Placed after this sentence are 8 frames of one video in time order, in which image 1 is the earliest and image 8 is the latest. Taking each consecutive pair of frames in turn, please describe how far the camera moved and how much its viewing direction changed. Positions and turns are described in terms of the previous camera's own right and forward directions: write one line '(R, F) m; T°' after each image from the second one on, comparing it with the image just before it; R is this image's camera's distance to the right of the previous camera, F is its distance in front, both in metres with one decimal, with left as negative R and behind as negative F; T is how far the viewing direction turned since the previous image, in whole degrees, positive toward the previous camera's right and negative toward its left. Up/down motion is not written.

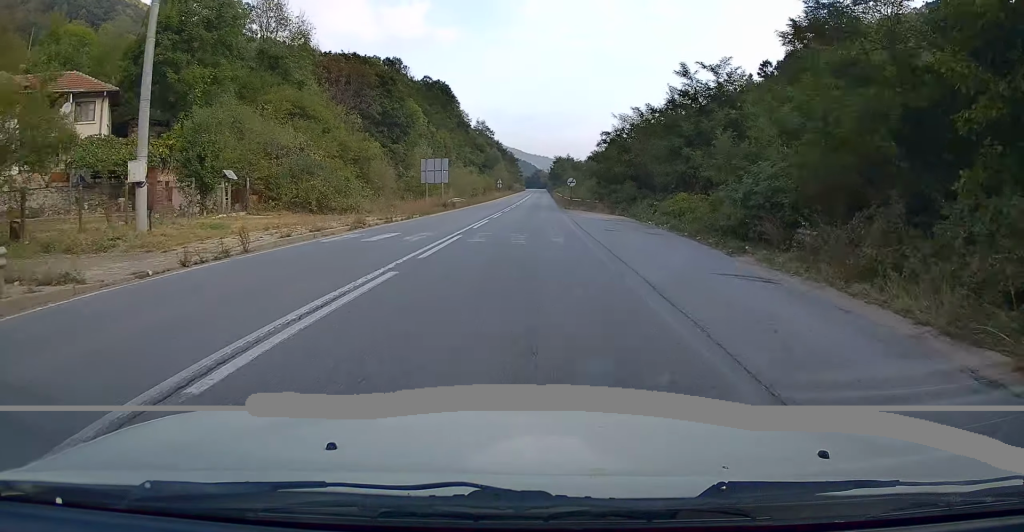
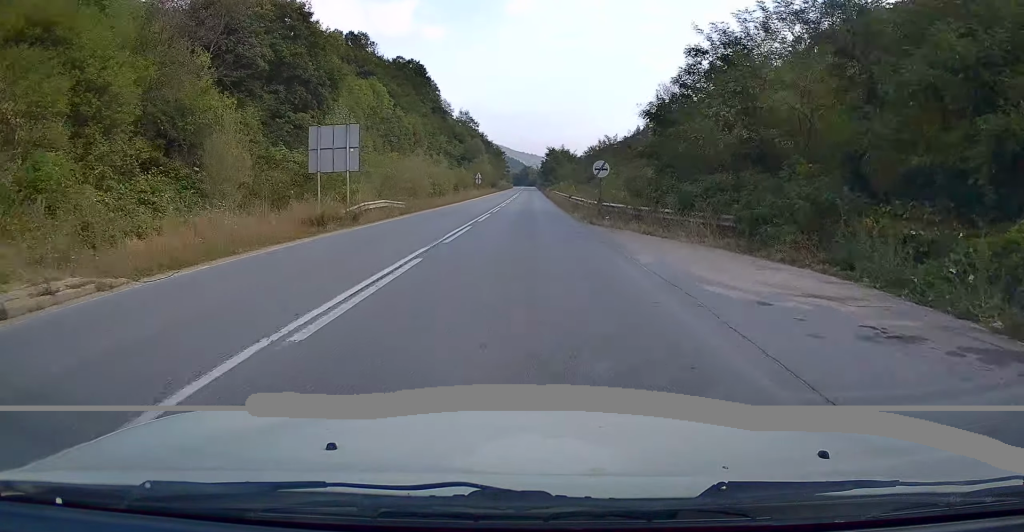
(+0.6, +25.0) m; +3°
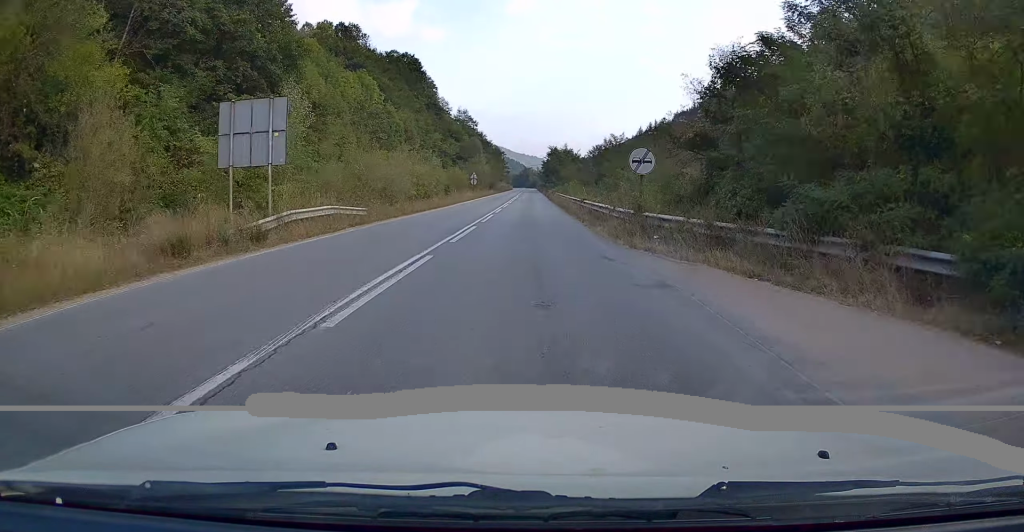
(+0.1, +8.7) m; 0°
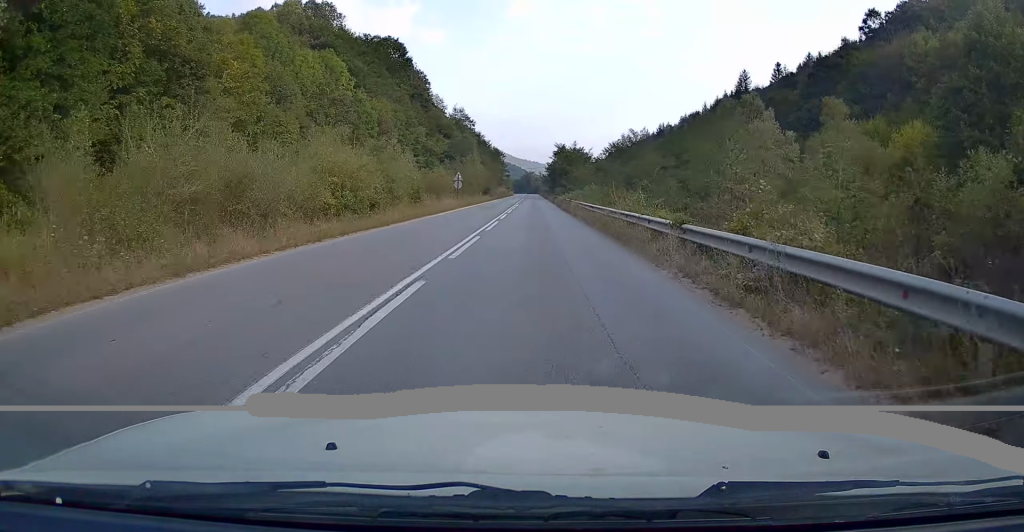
(0.0, +20.5) m; 0°
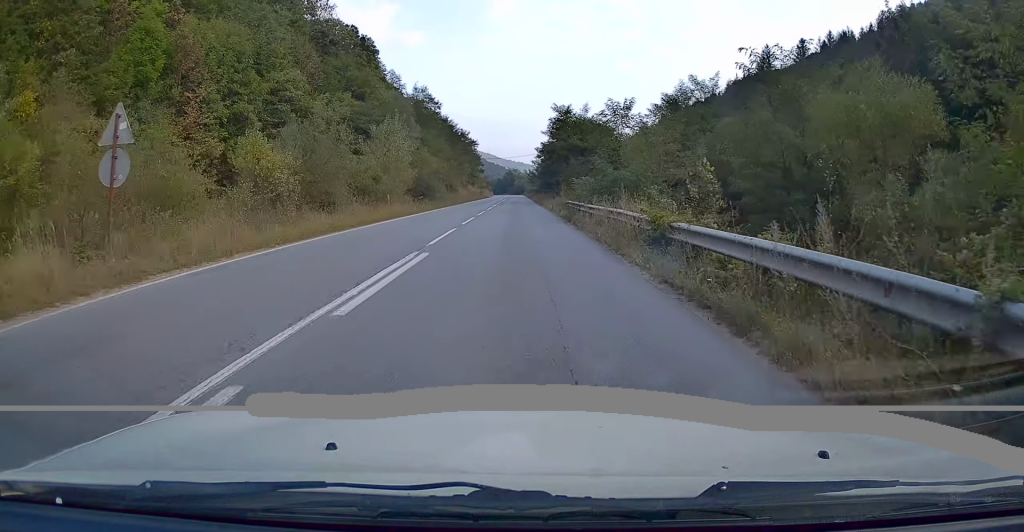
(+0.3, +47.7) m; +1°
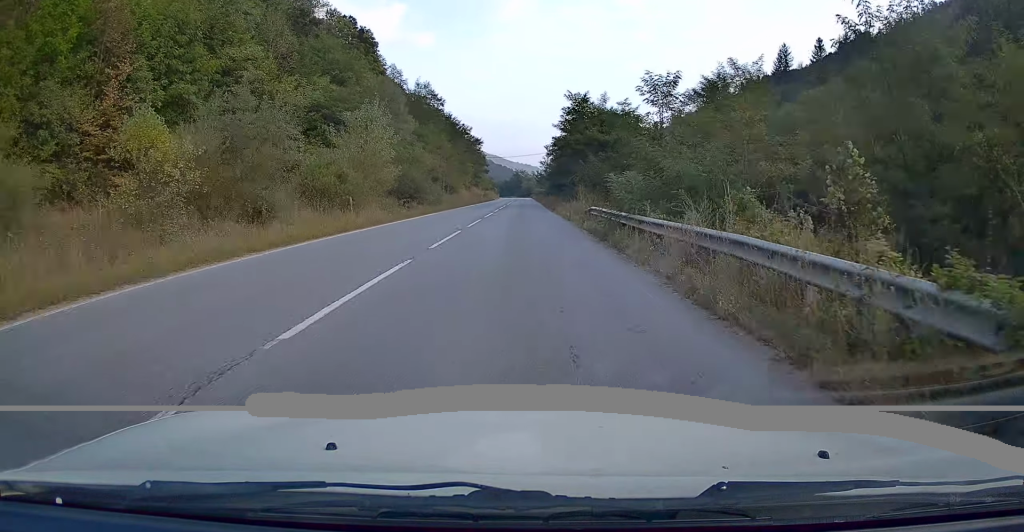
(+0.1, +9.3) m; 0°
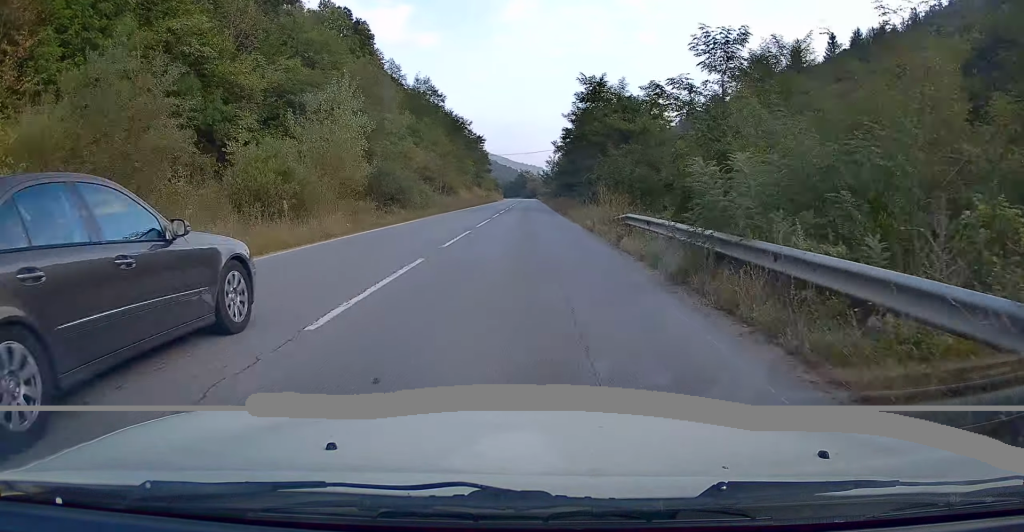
(+0.1, +8.1) m; 0°
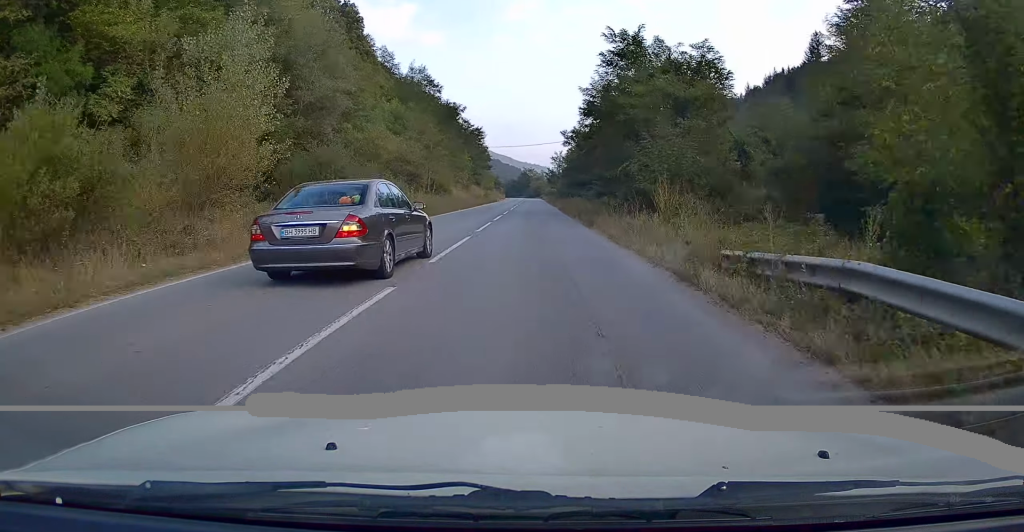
(-0.1, +12.5) m; -1°
